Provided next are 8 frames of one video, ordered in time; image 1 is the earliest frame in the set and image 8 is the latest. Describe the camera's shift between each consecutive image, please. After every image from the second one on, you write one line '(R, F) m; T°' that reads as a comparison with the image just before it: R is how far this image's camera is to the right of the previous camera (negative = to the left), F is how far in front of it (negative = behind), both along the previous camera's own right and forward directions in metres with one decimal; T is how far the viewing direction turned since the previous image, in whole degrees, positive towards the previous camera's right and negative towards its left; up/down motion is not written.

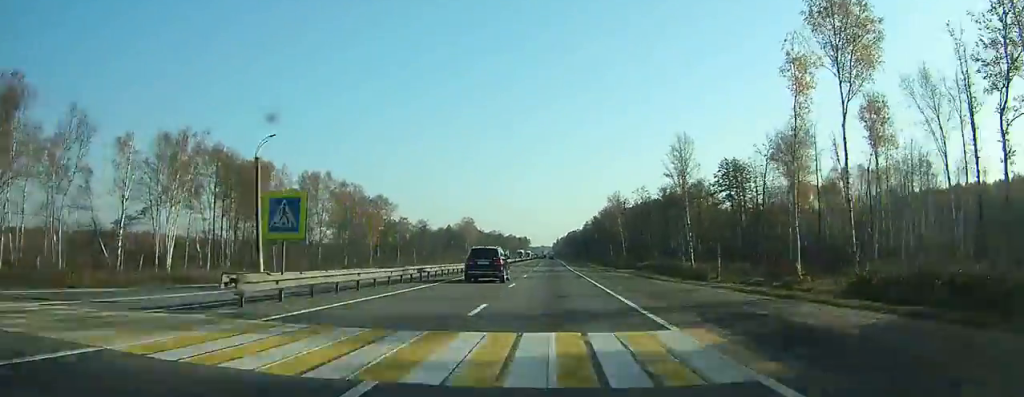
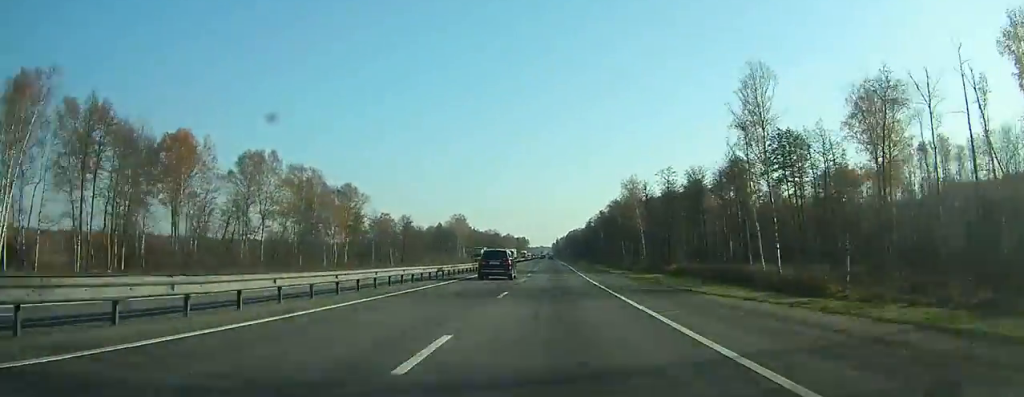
(0.0, +32.0) m; 0°
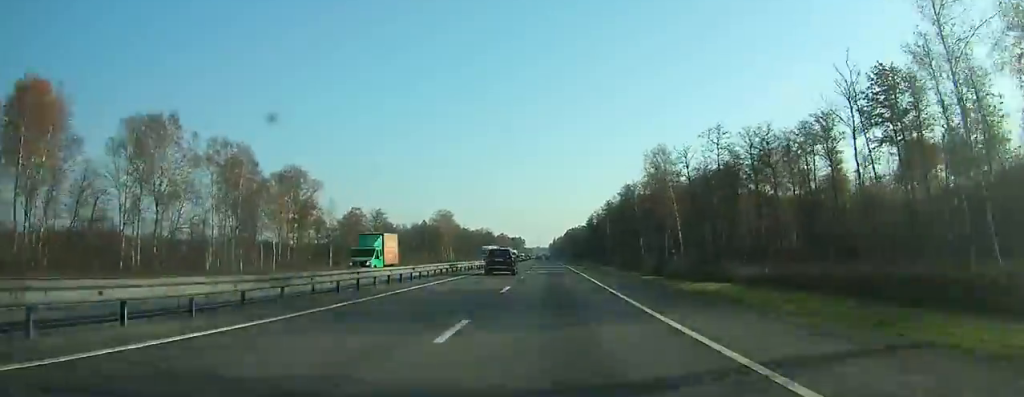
(0.0, +35.6) m; 0°
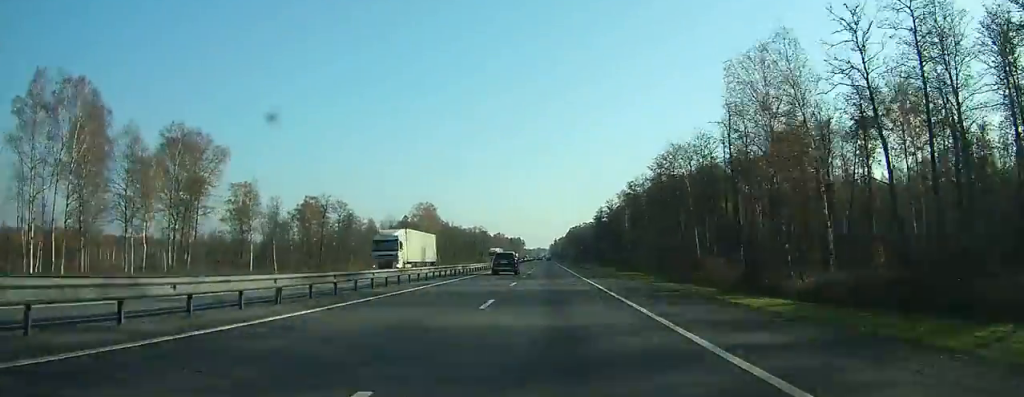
(+0.1, +43.1) m; 0°
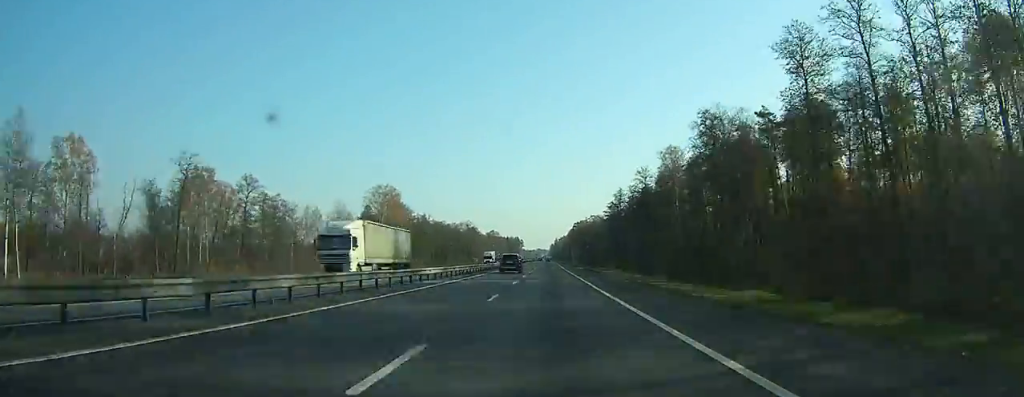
(+0.1, +58.5) m; 0°
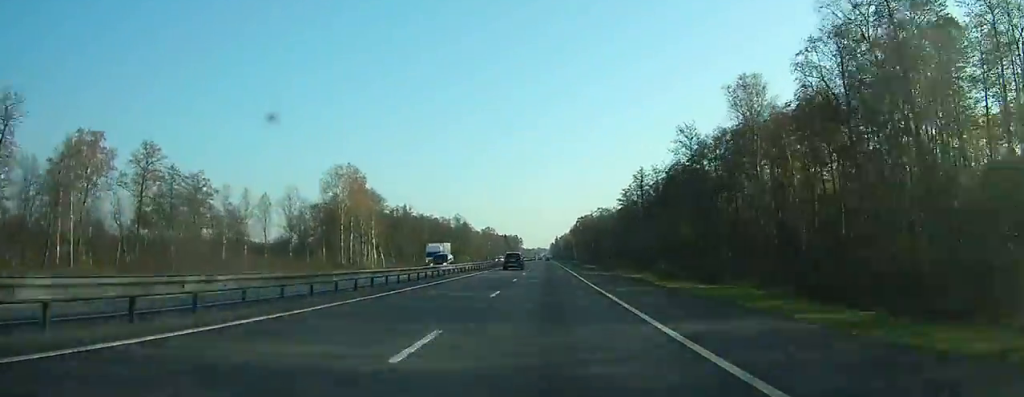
(0.0, +33.1) m; 0°
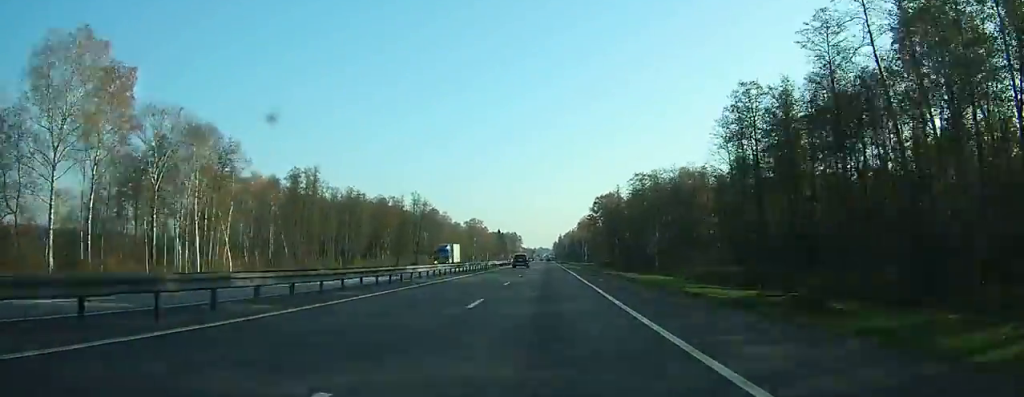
(0.0, +81.2) m; 0°
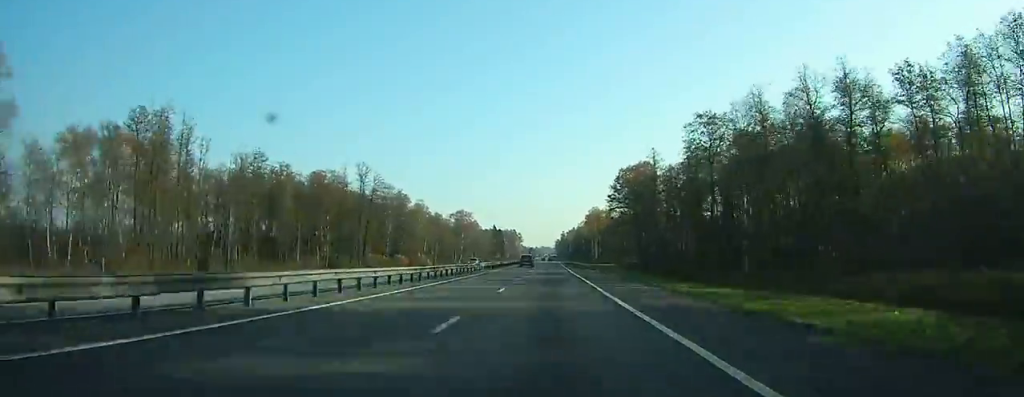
(0.0, +51.8) m; 0°
